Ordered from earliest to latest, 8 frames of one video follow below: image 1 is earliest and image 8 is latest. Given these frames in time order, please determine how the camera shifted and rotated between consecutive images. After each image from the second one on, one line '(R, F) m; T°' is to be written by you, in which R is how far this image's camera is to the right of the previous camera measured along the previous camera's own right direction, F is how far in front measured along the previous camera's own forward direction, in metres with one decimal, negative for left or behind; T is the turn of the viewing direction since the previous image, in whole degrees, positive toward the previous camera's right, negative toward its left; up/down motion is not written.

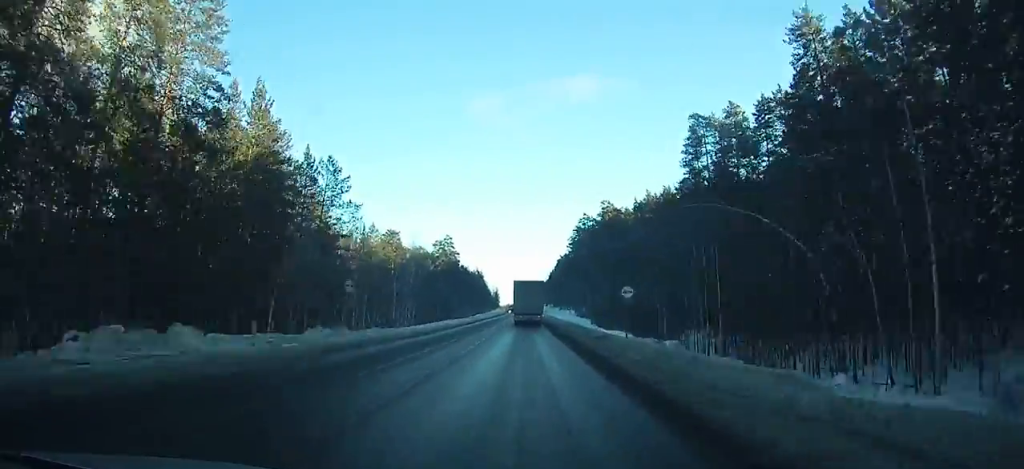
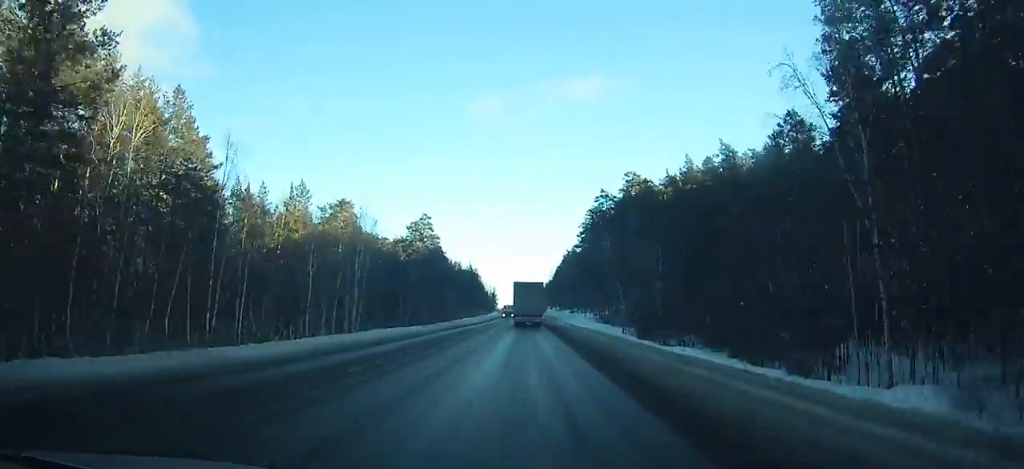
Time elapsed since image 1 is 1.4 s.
(+0.1, +33.0) m; 0°
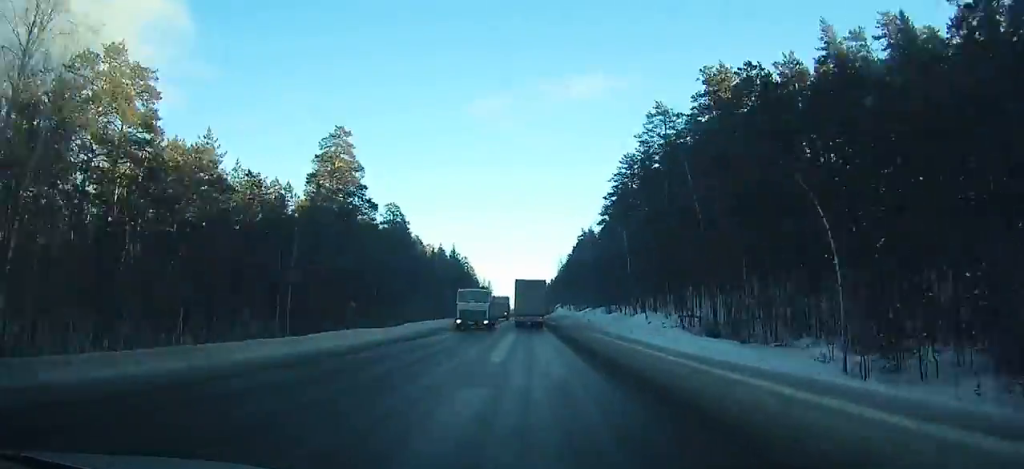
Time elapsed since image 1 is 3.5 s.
(+0.1, +49.5) m; 0°
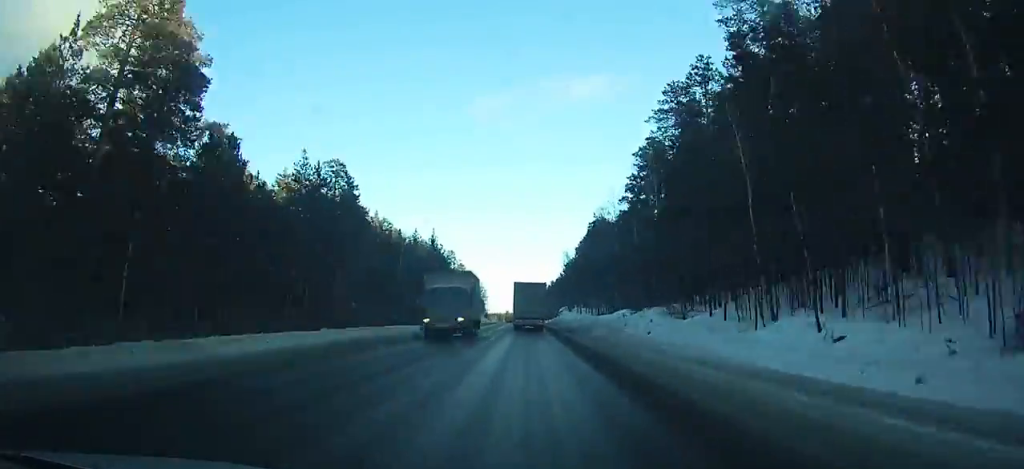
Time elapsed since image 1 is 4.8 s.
(0.0, +30.6) m; 0°
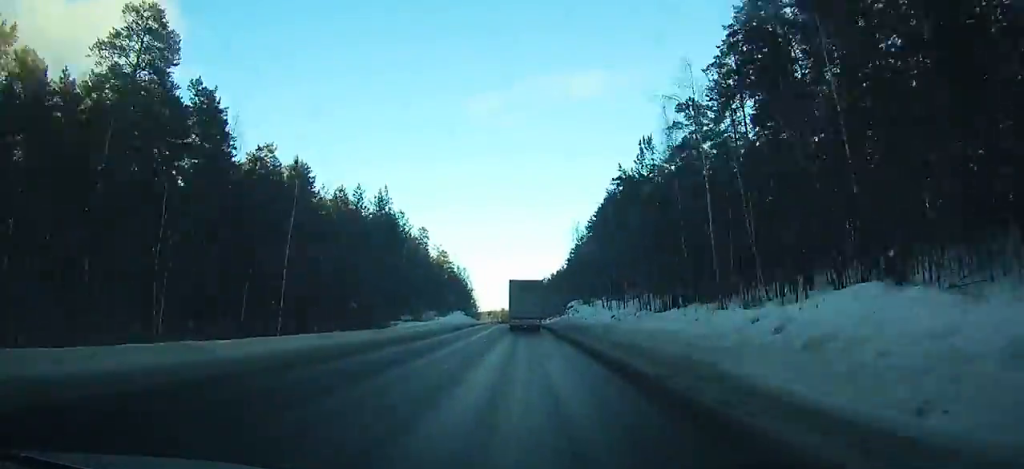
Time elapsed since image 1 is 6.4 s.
(0.0, +37.6) m; 0°
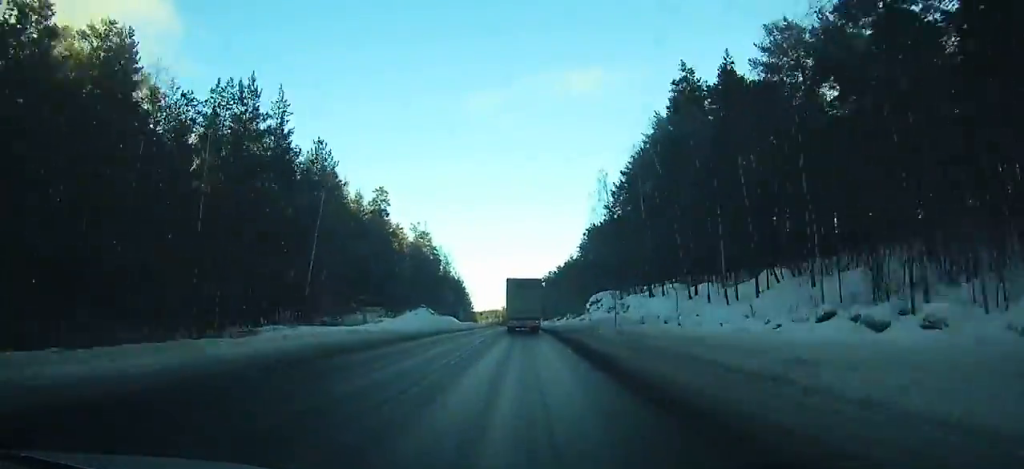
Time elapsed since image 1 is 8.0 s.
(-0.1, +37.1) m; 0°
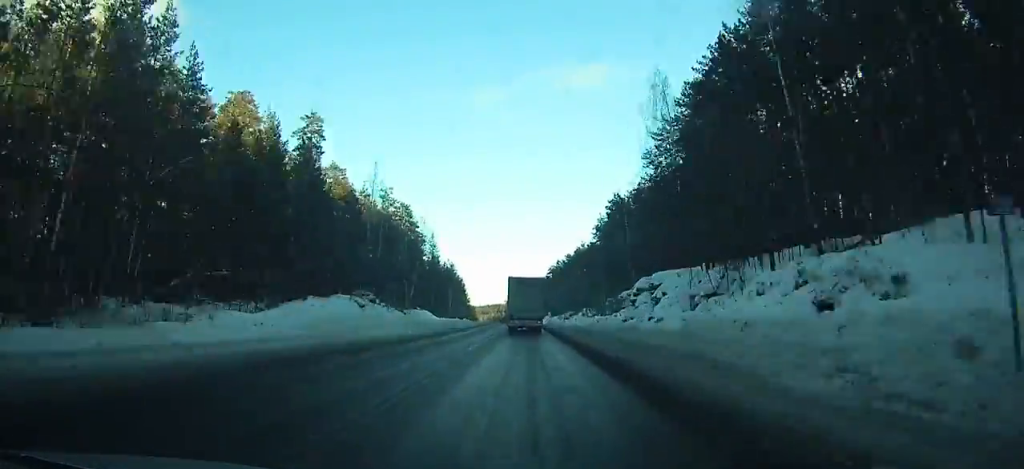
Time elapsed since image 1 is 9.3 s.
(0.0, +30.1) m; 0°
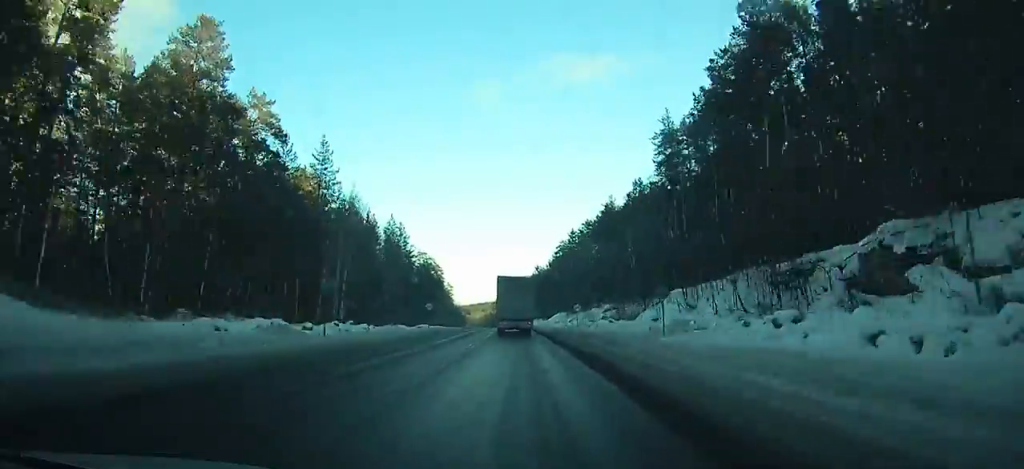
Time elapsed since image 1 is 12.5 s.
(-0.6, +72.8) m; -2°
